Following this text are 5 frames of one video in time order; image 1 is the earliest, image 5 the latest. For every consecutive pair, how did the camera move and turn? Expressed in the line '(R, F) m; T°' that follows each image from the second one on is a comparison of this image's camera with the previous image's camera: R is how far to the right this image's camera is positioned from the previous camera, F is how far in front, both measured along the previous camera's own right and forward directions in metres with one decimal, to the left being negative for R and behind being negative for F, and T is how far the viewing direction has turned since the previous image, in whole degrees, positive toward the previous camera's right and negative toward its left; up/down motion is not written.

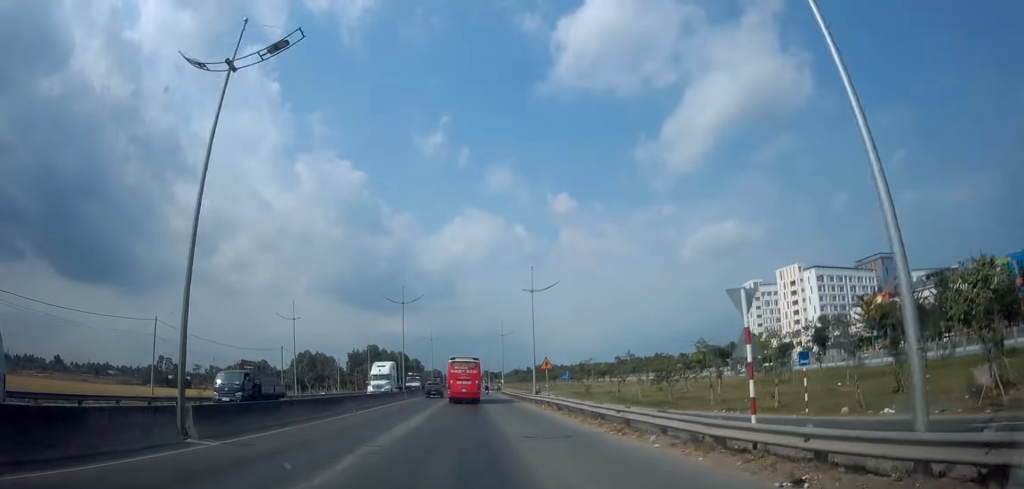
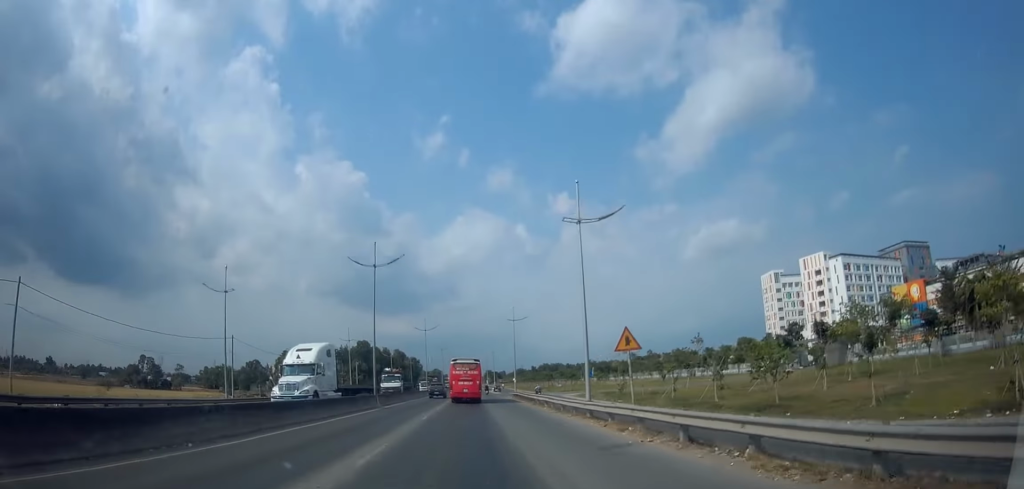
(+0.4, +16.3) m; -1°
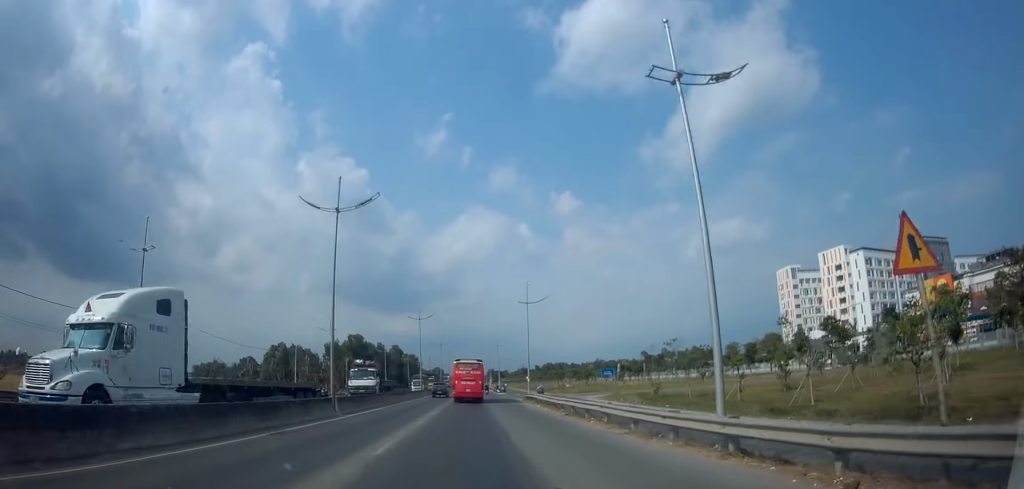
(-0.4, +11.5) m; 0°
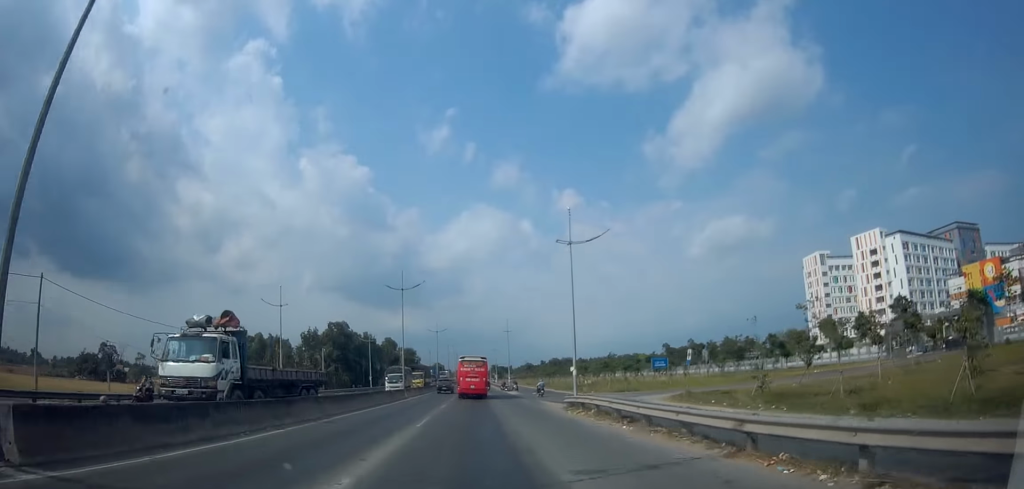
(+0.2, +18.6) m; 0°
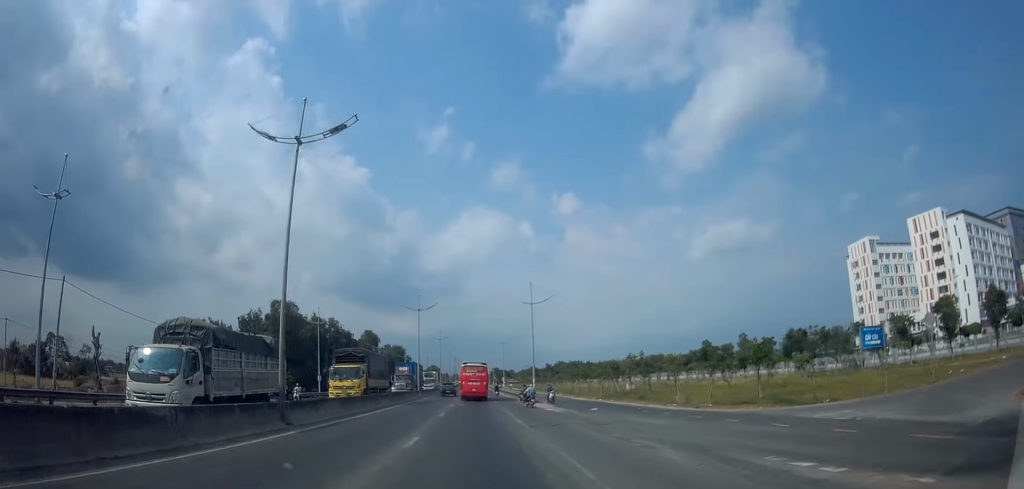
(-0.3, +29.3) m; -1°
